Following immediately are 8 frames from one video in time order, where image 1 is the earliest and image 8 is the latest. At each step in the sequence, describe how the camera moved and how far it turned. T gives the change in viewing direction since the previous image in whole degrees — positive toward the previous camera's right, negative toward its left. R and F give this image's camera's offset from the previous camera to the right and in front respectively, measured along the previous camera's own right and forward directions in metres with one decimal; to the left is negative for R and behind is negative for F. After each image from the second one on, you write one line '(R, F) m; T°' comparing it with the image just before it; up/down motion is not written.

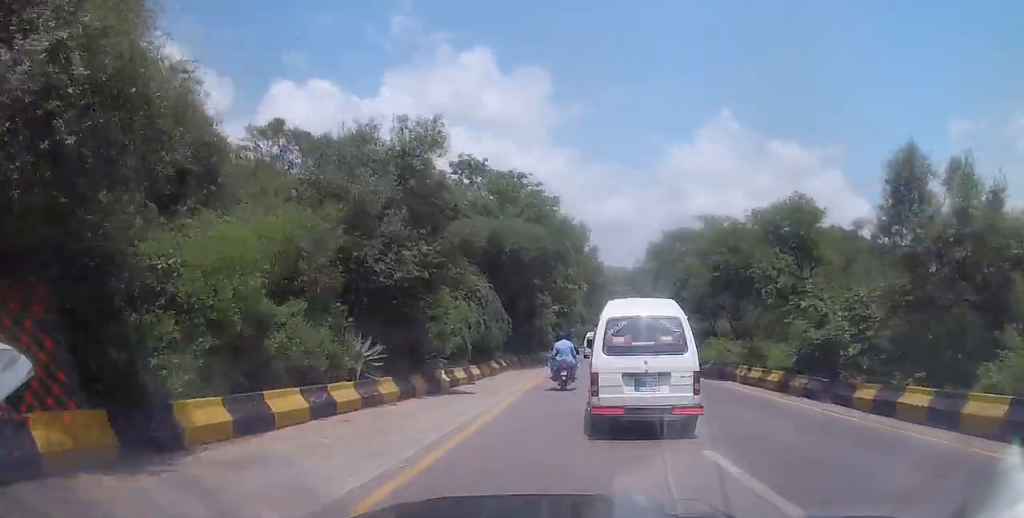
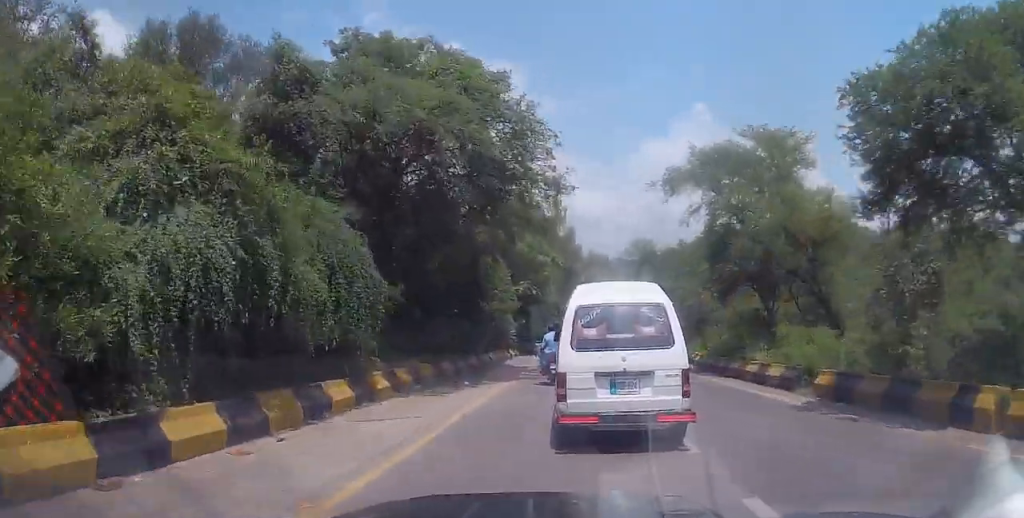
(0.0, +15.2) m; 0°
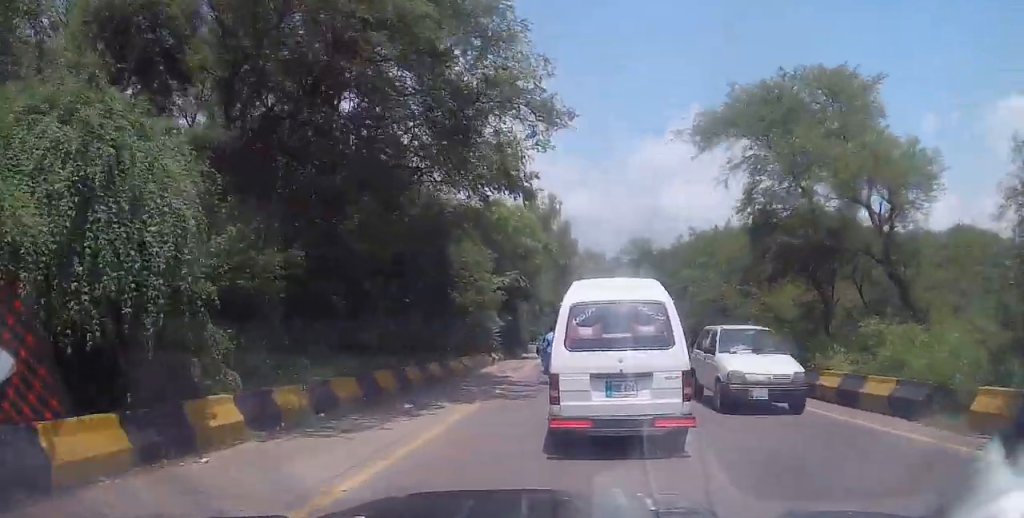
(-0.1, +5.9) m; +1°
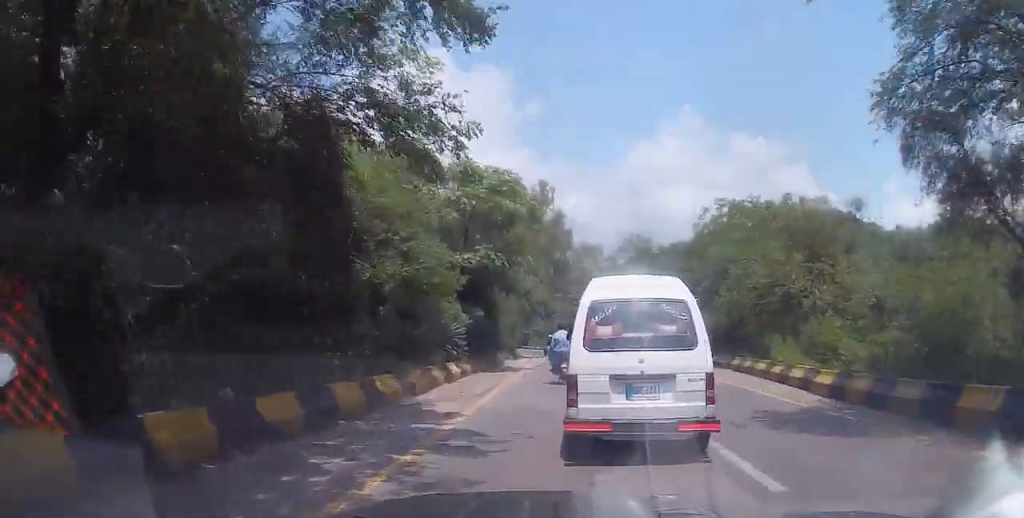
(+0.1, +9.3) m; +1°
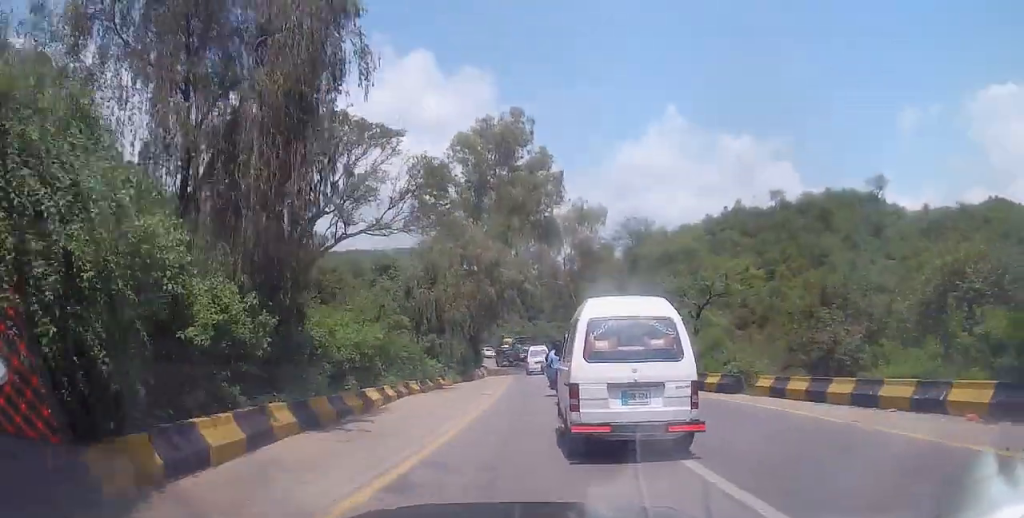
(-0.1, +27.1) m; -1°
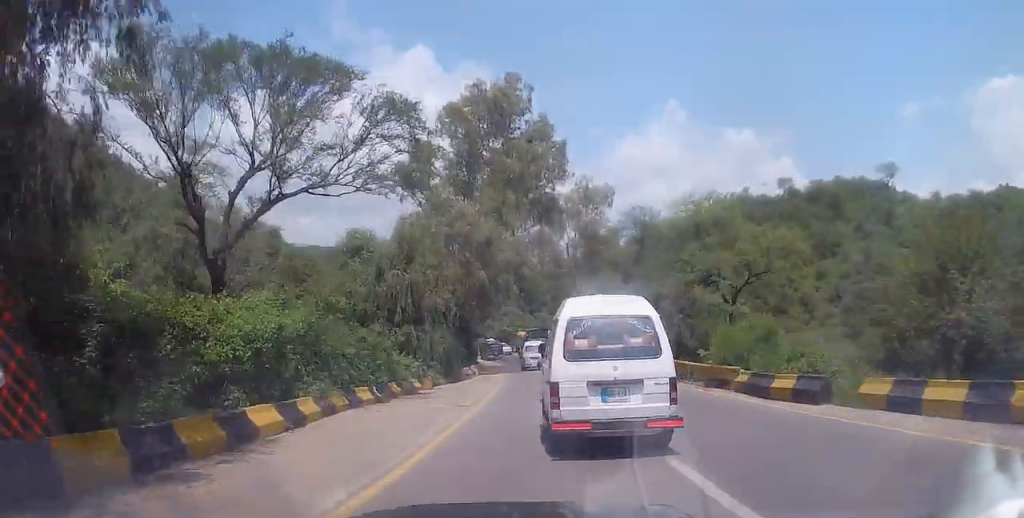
(+0.2, +6.1) m; 0°
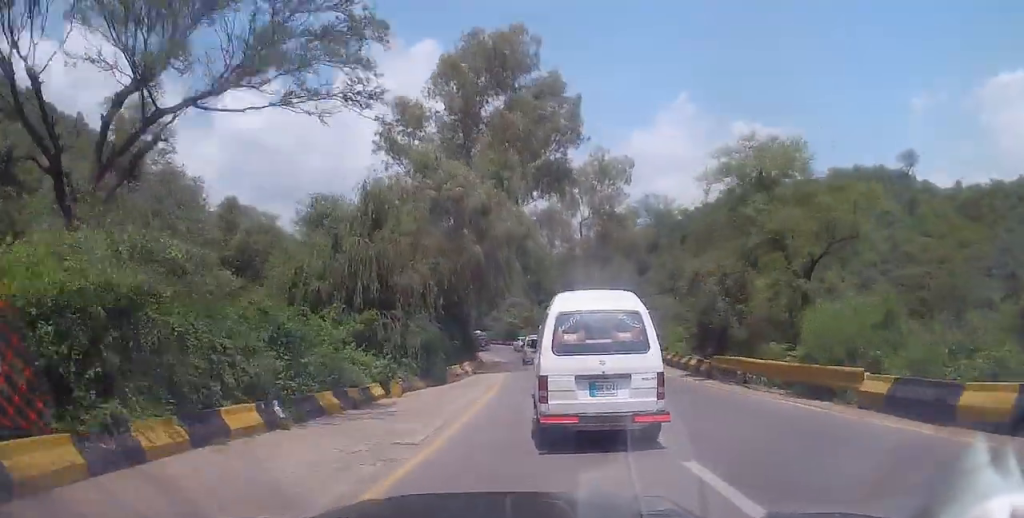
(-0.2, +7.1) m; 0°
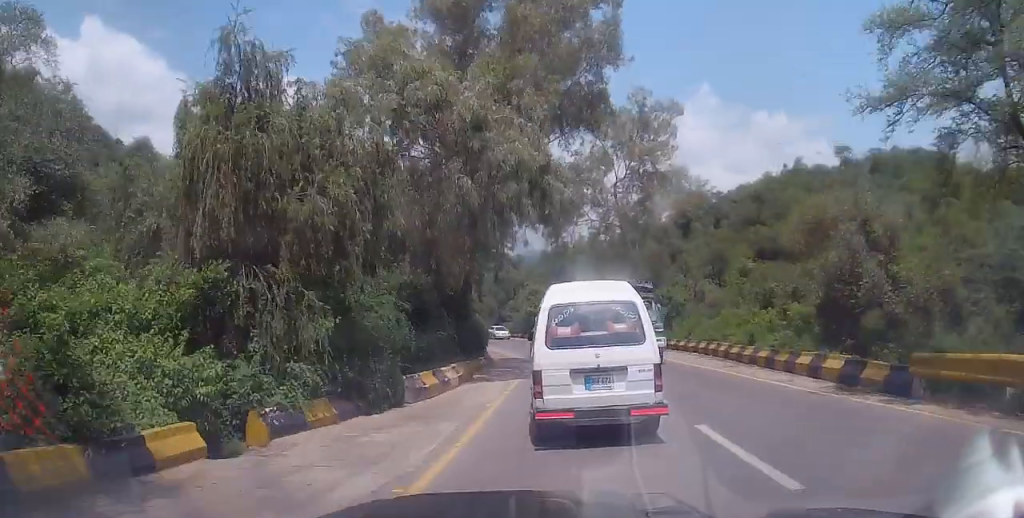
(0.0, +10.9) m; -1°
